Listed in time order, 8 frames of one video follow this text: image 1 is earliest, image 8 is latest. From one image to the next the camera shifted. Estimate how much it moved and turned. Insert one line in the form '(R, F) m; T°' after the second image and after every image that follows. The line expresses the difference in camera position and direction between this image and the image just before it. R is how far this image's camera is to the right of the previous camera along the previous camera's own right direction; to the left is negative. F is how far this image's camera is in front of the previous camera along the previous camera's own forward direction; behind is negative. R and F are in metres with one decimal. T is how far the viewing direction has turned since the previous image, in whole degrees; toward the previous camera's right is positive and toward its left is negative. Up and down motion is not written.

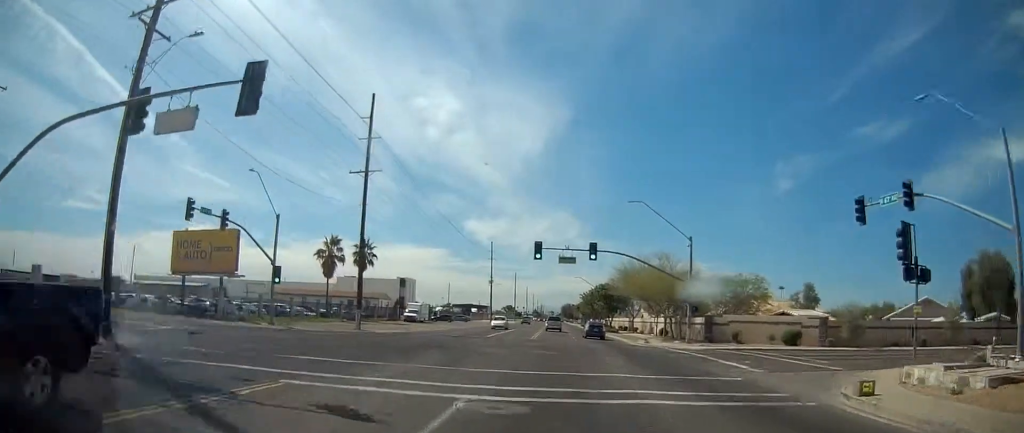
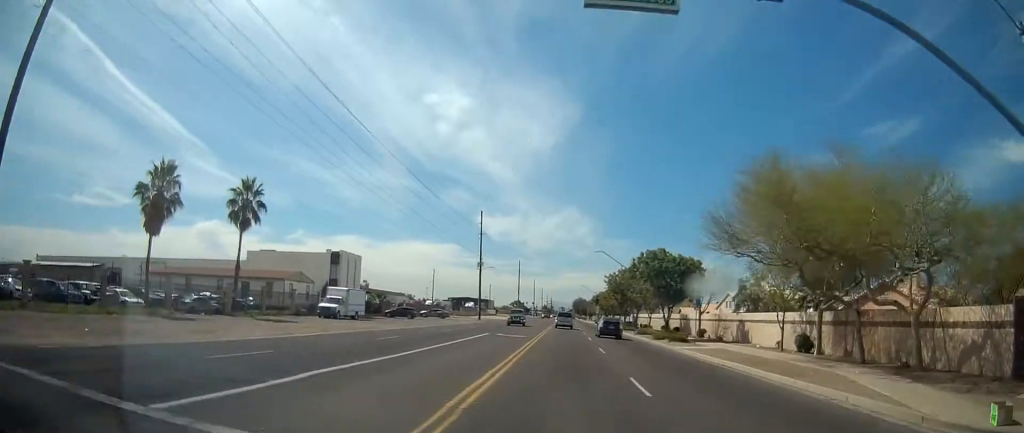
(+0.3, +34.6) m; +2°
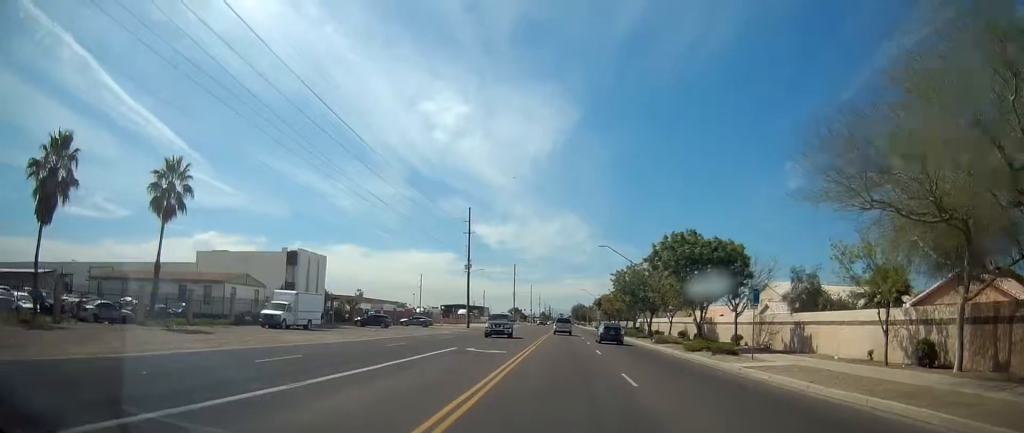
(+0.4, +10.8) m; 0°
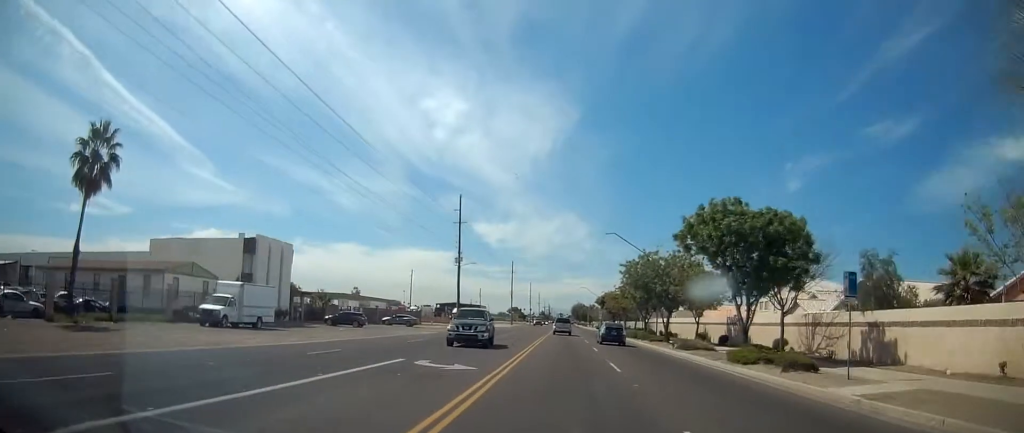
(+0.1, +8.4) m; 0°
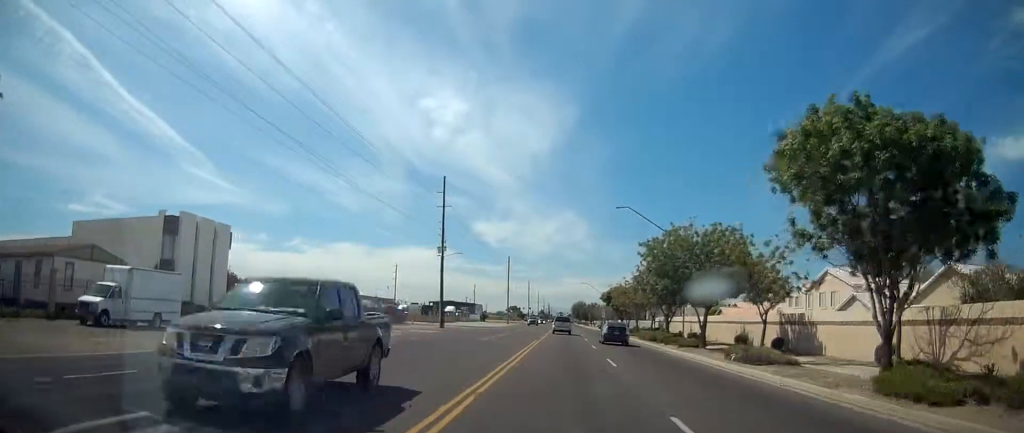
(-0.3, +11.3) m; -1°
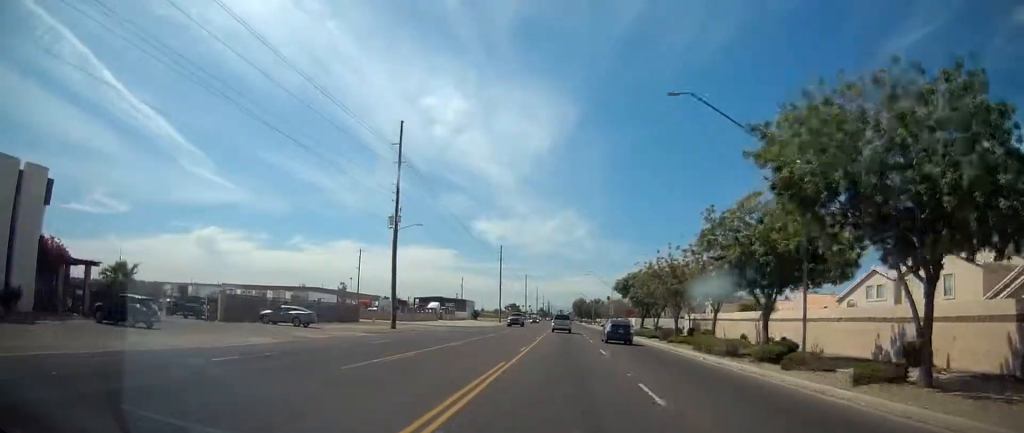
(-0.2, +20.2) m; -1°
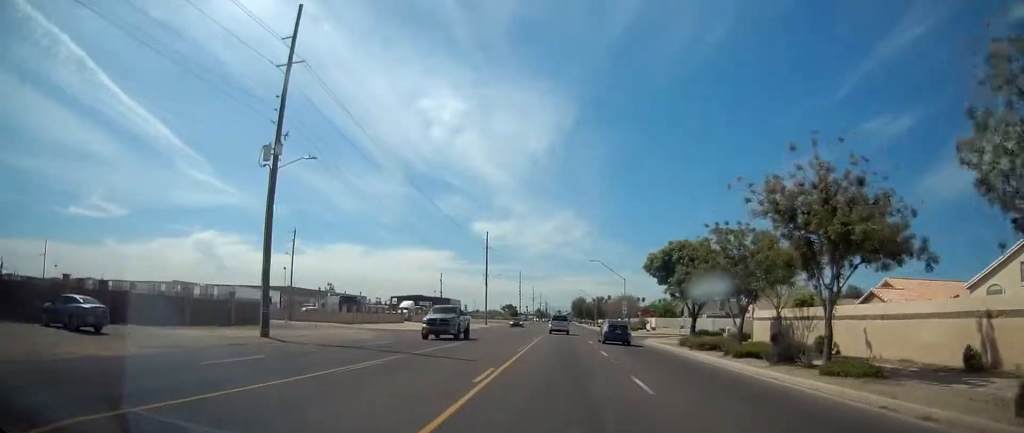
(0.0, +22.3) m; 0°
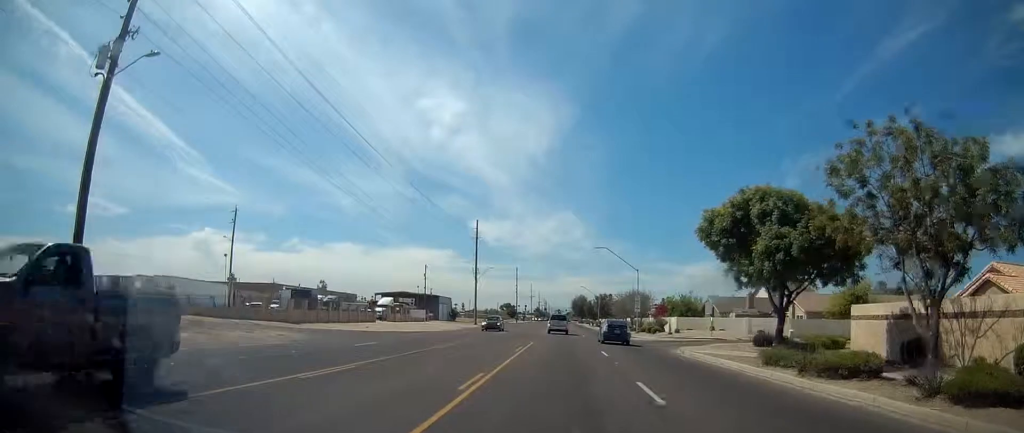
(0.0, +13.6) m; 0°
